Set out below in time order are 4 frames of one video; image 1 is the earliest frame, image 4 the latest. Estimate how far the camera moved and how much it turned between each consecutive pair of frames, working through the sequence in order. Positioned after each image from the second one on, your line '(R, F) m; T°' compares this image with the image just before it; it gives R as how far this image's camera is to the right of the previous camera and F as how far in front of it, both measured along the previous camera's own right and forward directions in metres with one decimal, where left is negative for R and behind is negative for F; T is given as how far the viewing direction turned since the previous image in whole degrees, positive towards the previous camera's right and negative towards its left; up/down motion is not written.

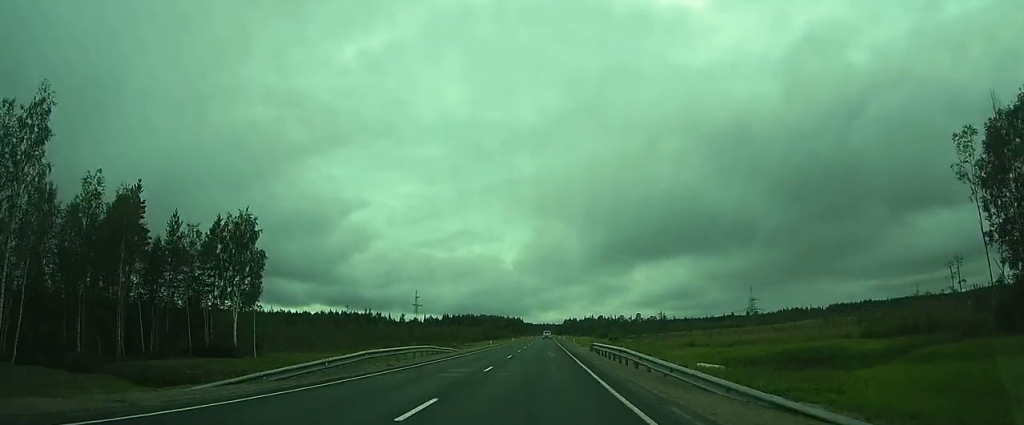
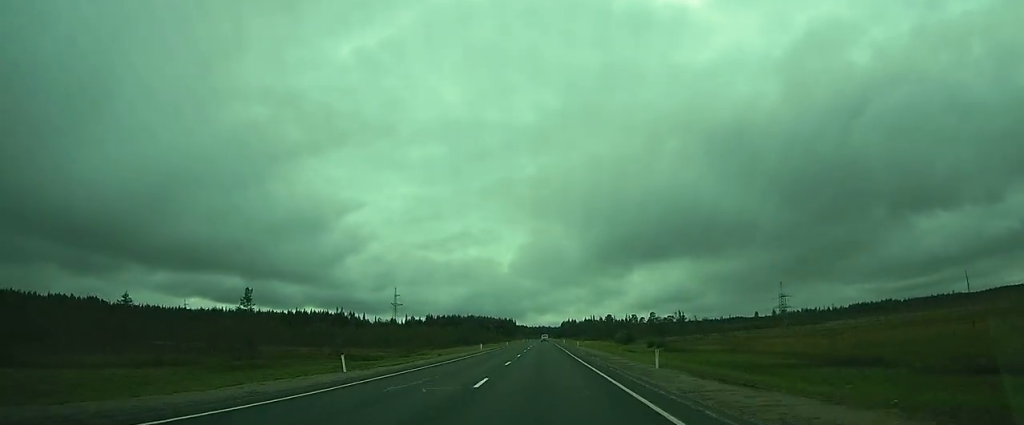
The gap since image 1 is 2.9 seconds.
(+0.3, +65.9) m; +1°
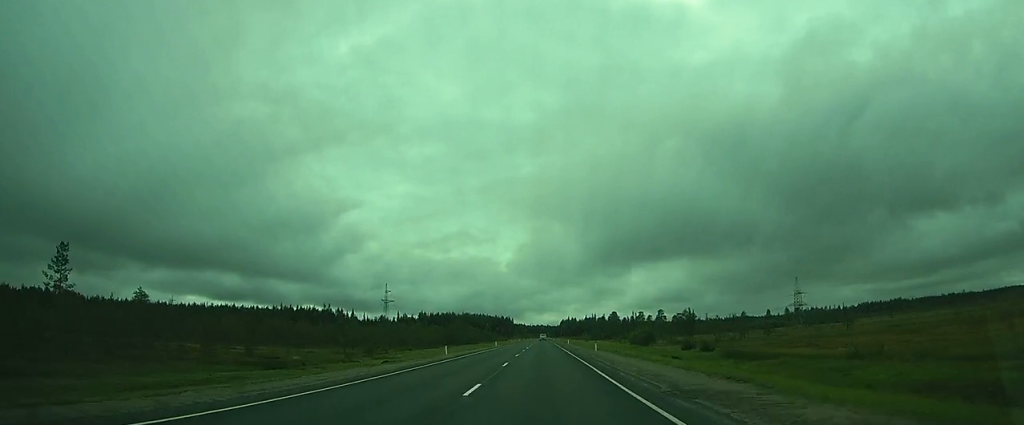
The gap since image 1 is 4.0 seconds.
(-0.1, +26.2) m; 0°
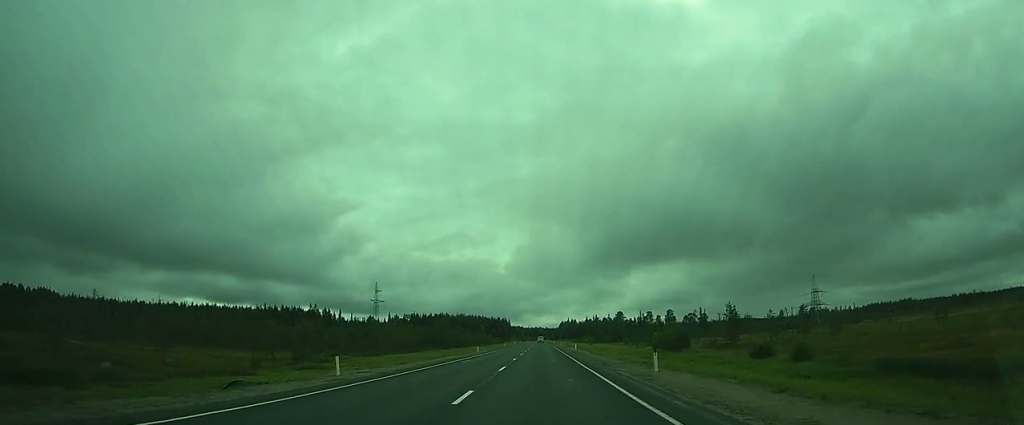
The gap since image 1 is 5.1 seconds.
(0.0, +25.7) m; 0°
